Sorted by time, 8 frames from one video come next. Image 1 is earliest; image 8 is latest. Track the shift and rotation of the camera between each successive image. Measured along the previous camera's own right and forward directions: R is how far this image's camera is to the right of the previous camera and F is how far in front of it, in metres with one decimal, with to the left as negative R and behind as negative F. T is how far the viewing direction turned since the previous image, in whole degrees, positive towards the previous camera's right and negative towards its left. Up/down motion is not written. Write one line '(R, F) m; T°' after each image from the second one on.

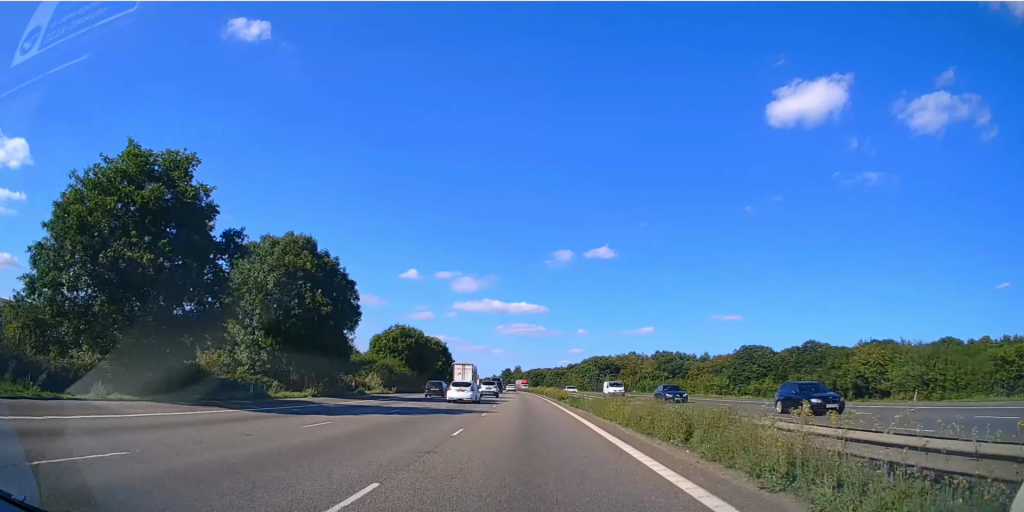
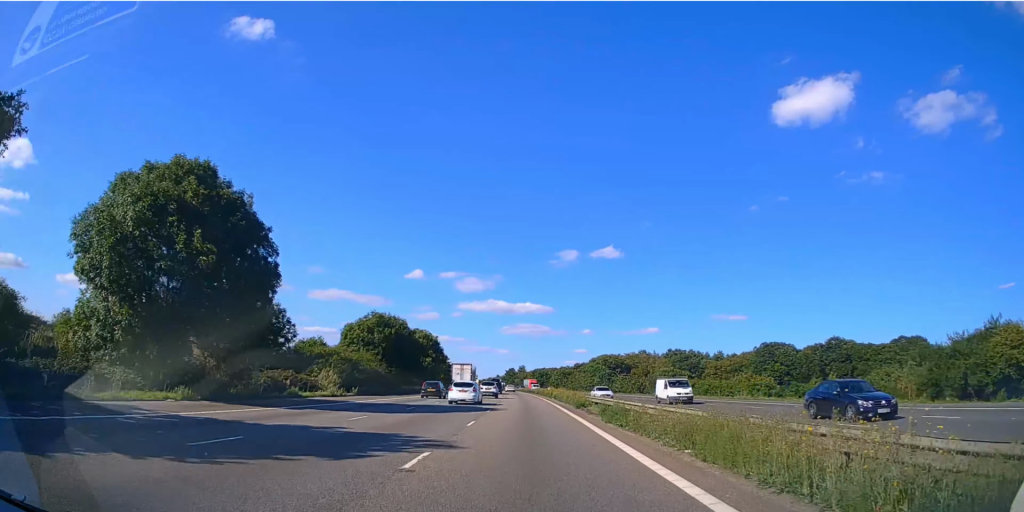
(-0.1, +15.2) m; -1°
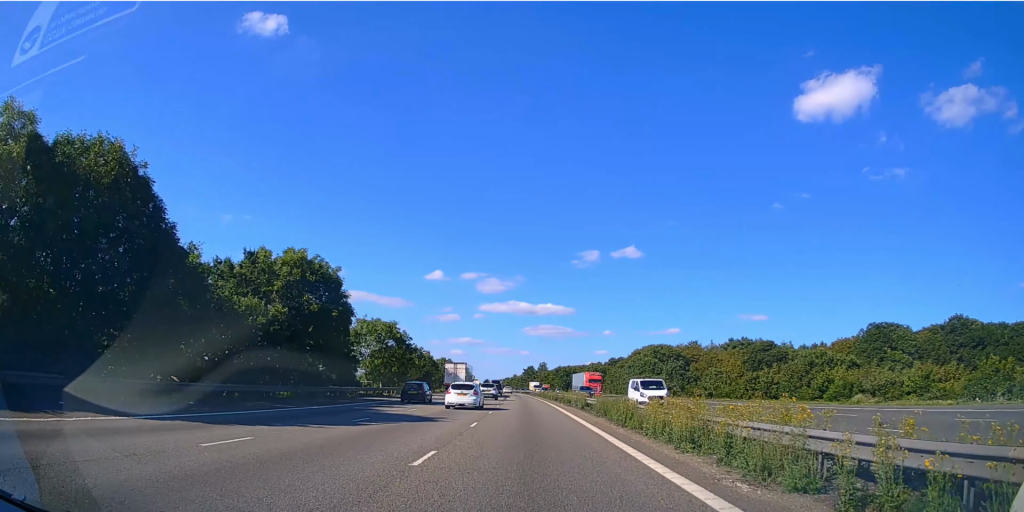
(-0.7, +55.3) m; -1°
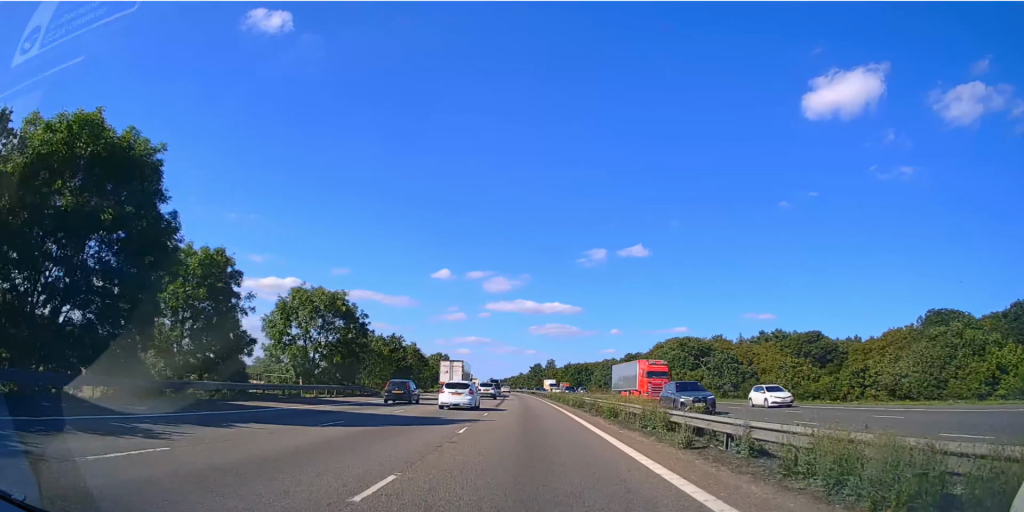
(-0.1, +21.6) m; -1°
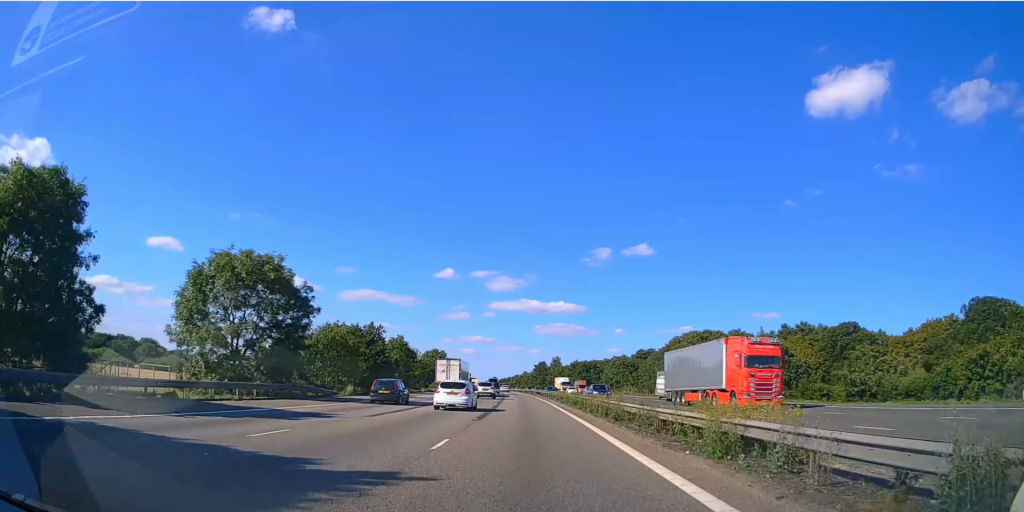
(0.0, +13.6) m; 0°
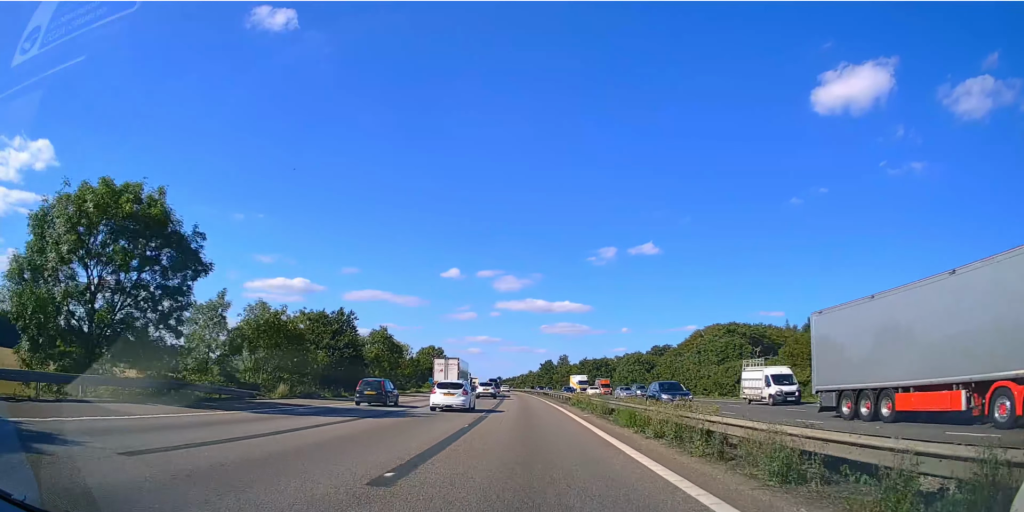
(0.0, +13.6) m; 0°
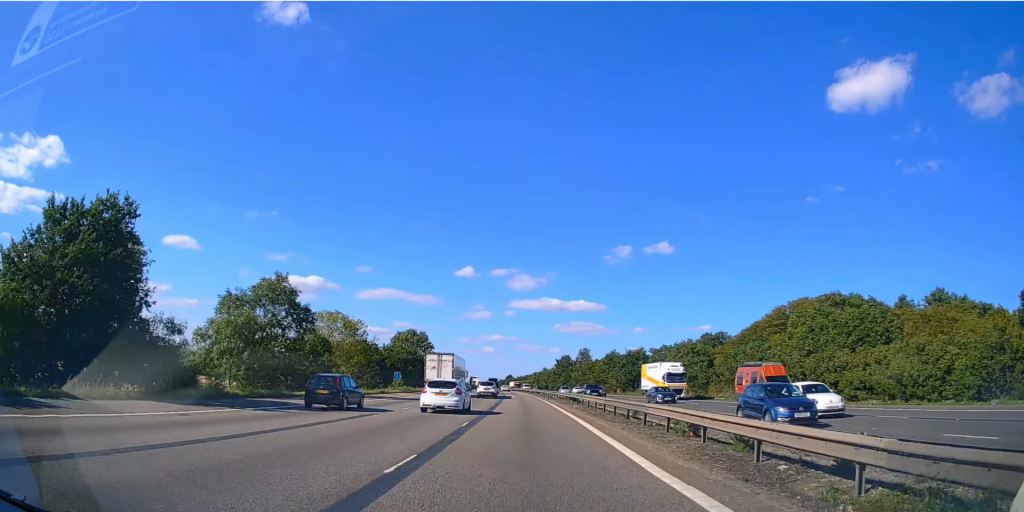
(-0.5, +36.3) m; -1°
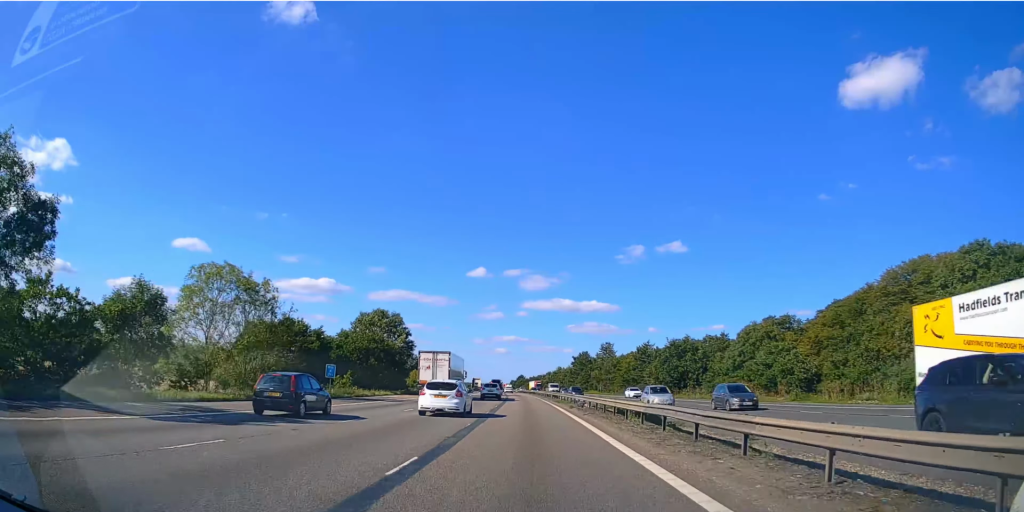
(-0.3, +27.3) m; -1°
